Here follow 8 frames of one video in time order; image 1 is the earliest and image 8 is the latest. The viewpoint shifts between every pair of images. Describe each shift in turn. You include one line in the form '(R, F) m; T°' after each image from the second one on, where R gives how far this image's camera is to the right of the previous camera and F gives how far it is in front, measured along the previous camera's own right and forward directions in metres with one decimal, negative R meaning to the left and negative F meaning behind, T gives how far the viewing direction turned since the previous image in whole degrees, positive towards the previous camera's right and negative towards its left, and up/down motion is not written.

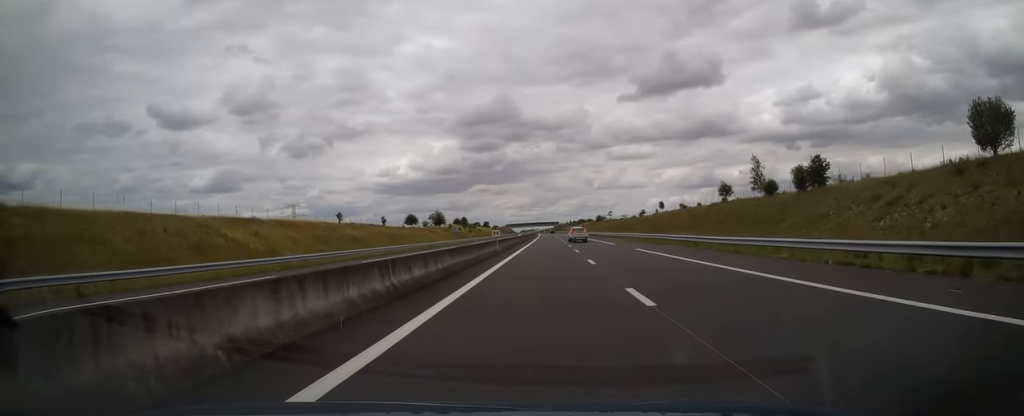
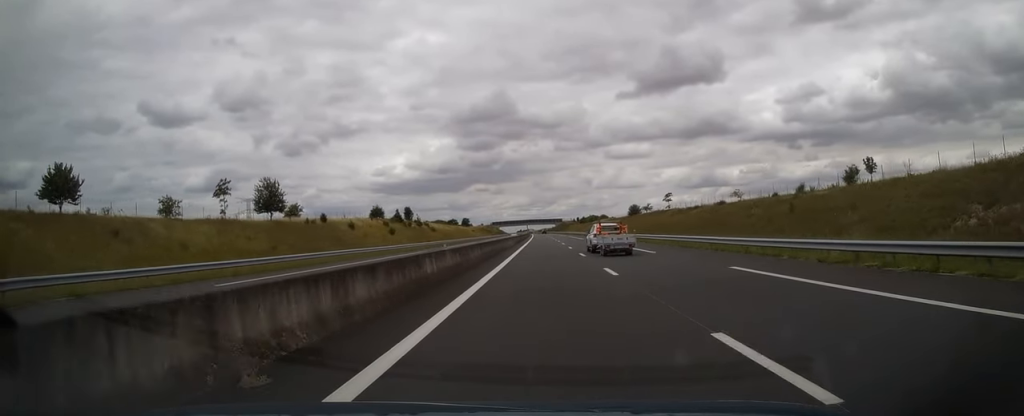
(+0.6, +121.8) m; +1°
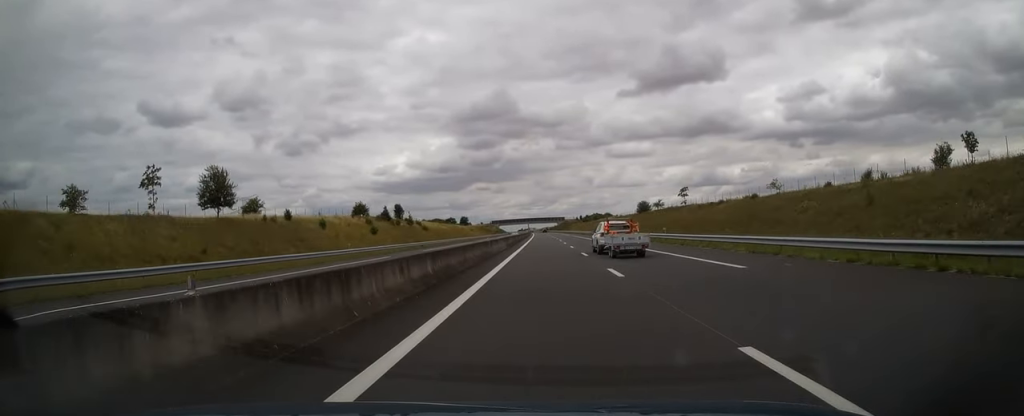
(+0.1, +13.8) m; 0°
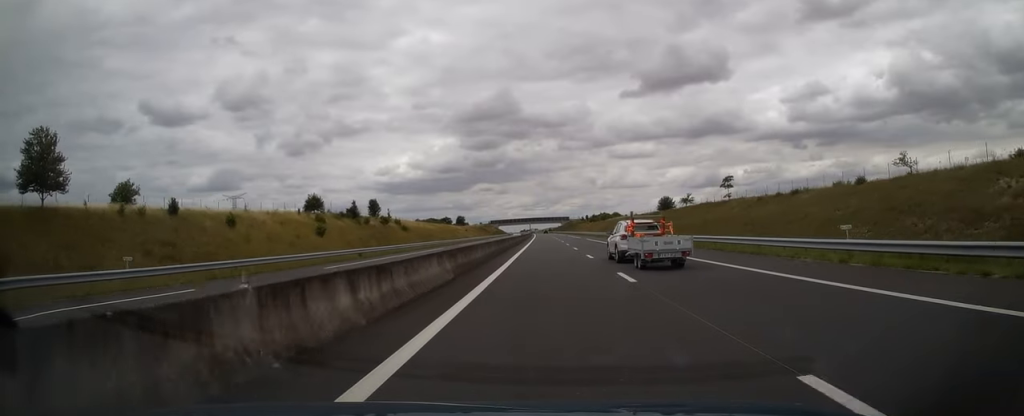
(-0.3, +27.0) m; -1°
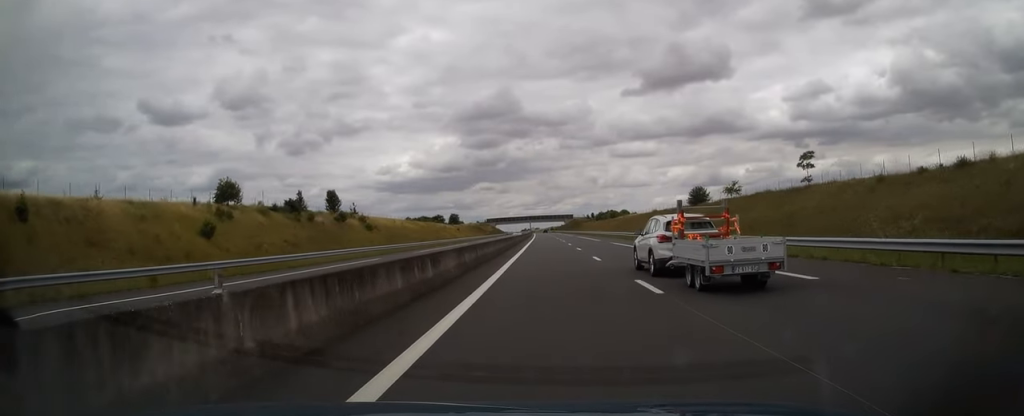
(-0.4, +28.6) m; 0°
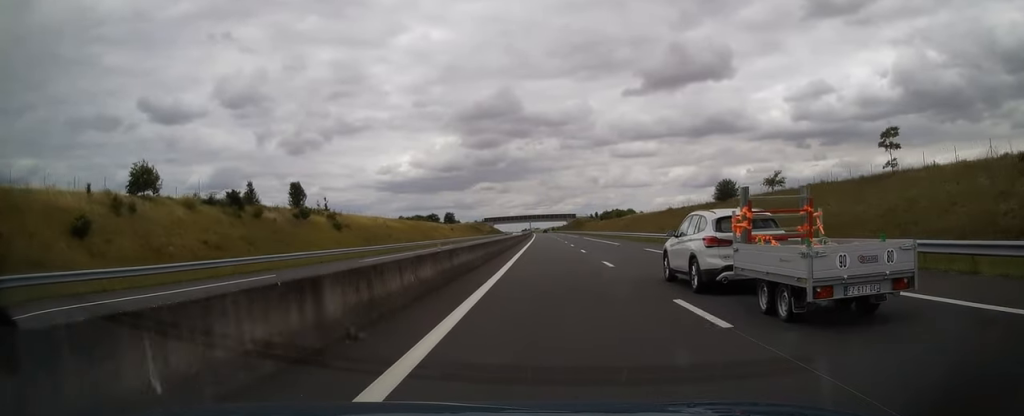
(+0.1, +17.0) m; 0°
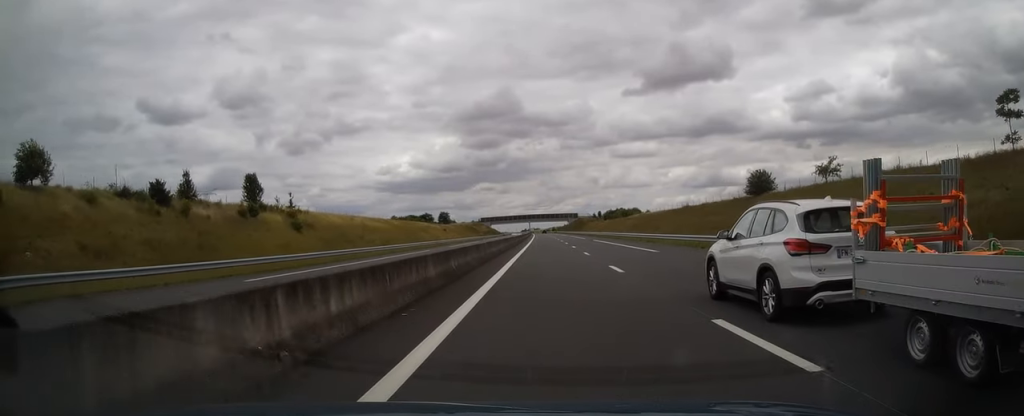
(+0.2, +15.4) m; 0°
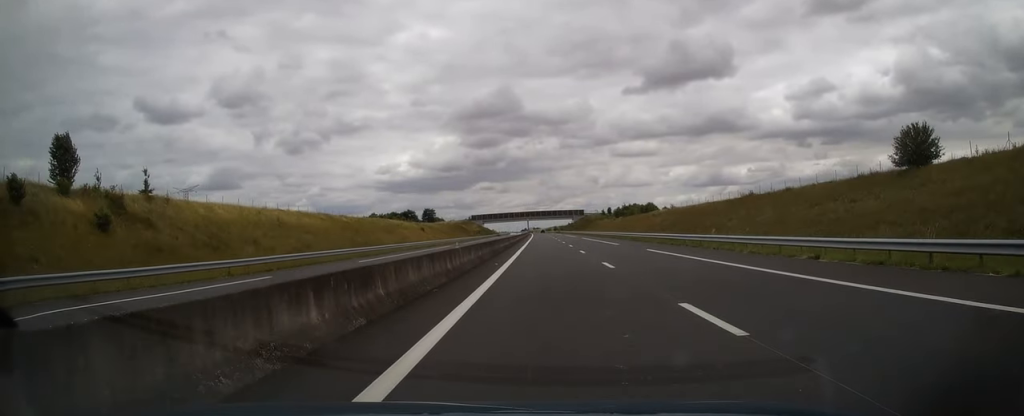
(-0.3, +36.6) m; 0°
